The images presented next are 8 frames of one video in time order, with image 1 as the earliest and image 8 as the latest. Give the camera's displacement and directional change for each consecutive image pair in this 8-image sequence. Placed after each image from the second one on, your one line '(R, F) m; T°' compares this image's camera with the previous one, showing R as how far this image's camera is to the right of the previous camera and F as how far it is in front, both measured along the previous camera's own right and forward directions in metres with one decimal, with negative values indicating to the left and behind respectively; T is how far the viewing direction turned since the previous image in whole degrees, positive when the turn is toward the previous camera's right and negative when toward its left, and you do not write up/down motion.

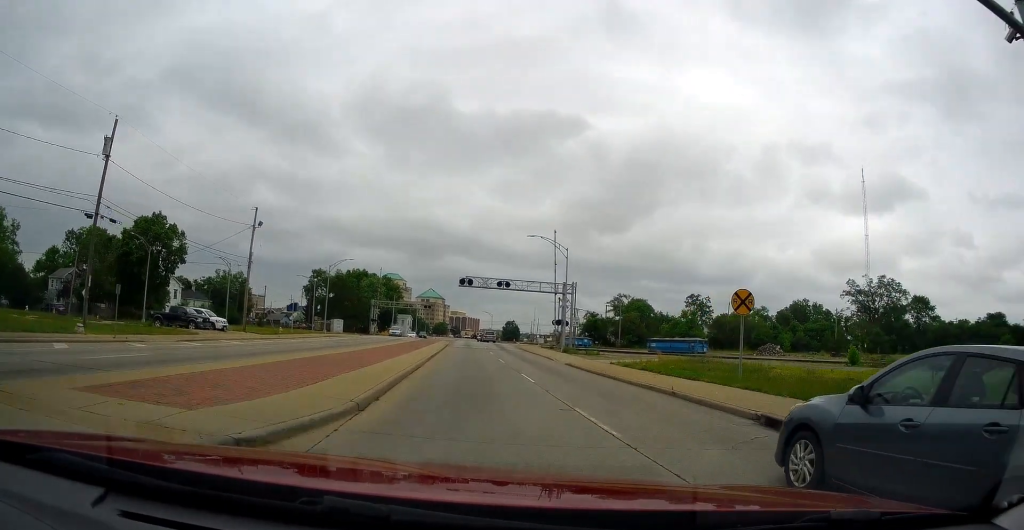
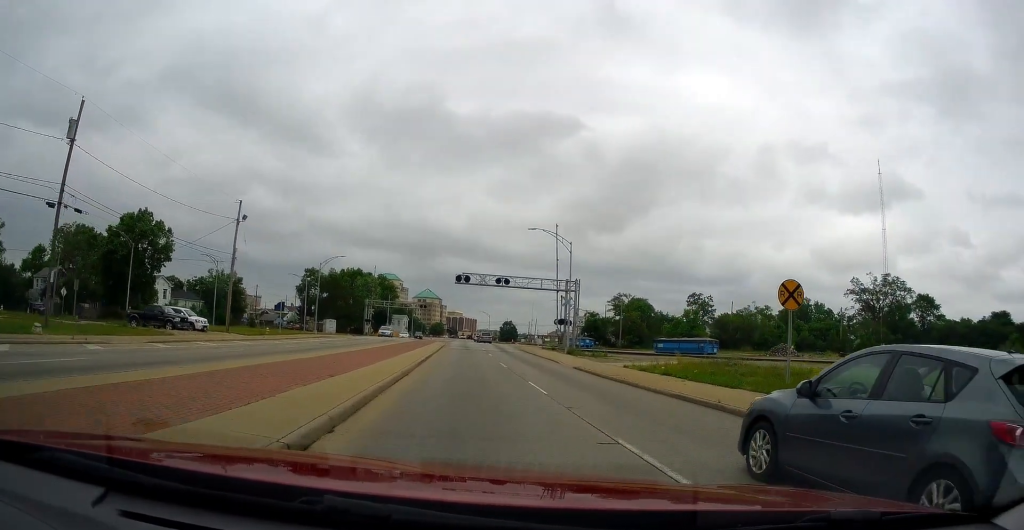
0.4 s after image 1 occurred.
(+0.7, +2.8) m; +5°
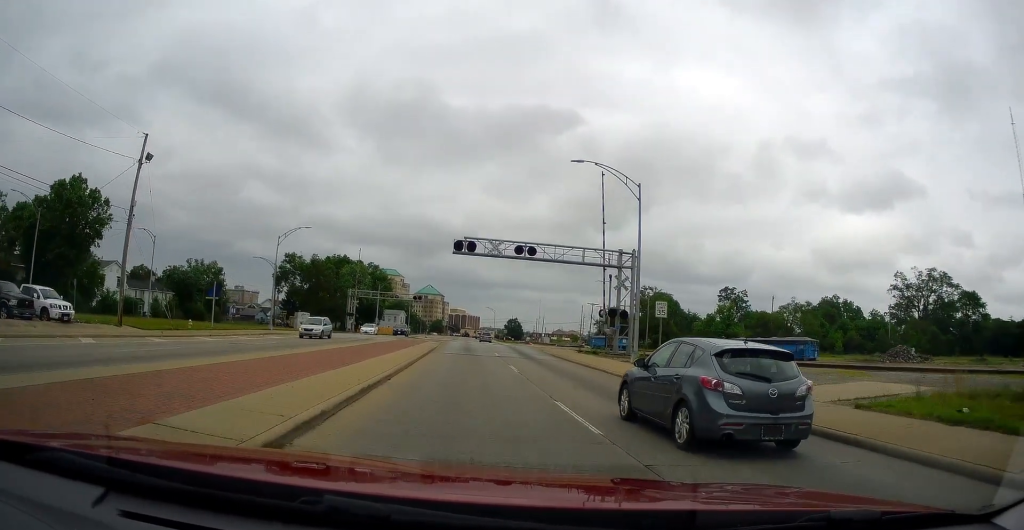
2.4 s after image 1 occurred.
(+0.4, +16.9) m; +2°
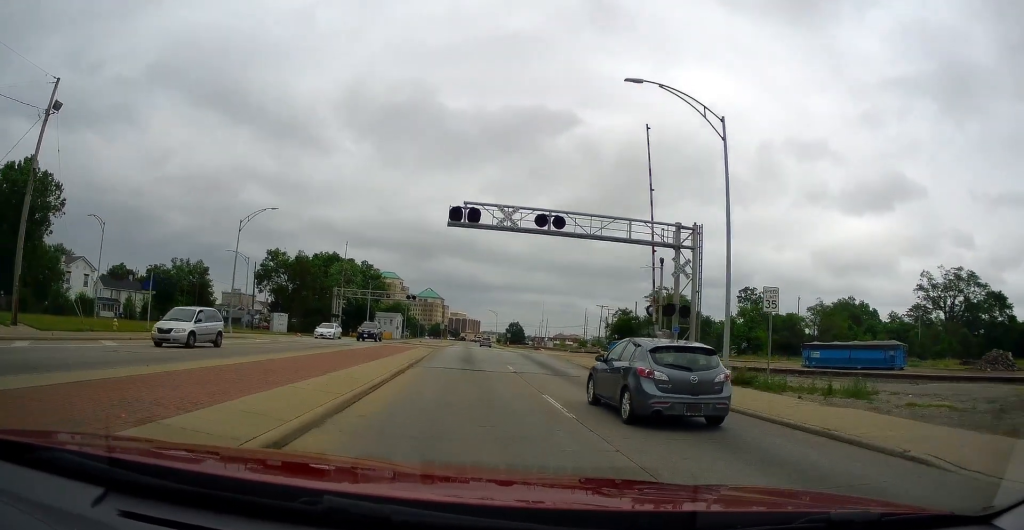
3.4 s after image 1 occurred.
(-0.2, +10.1) m; -4°
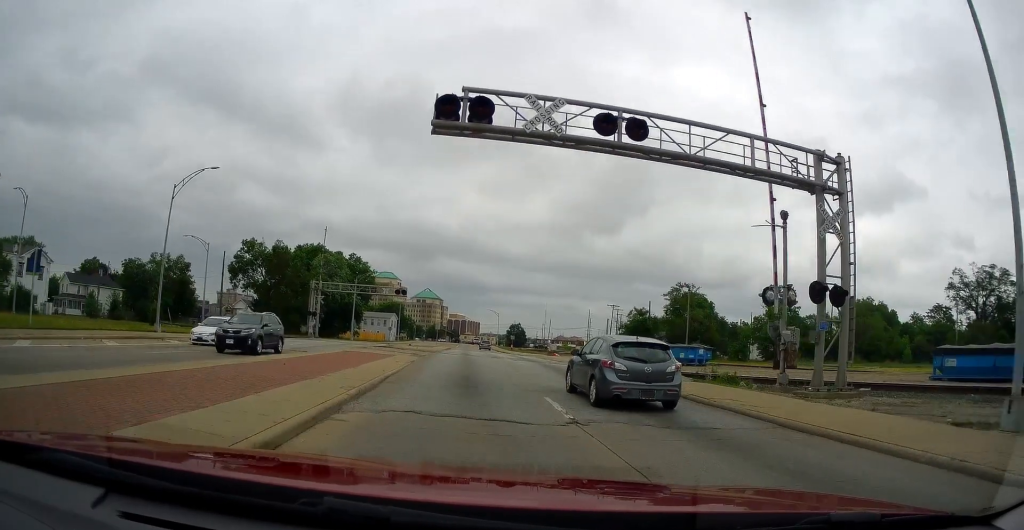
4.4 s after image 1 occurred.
(-0.5, +11.8) m; 0°
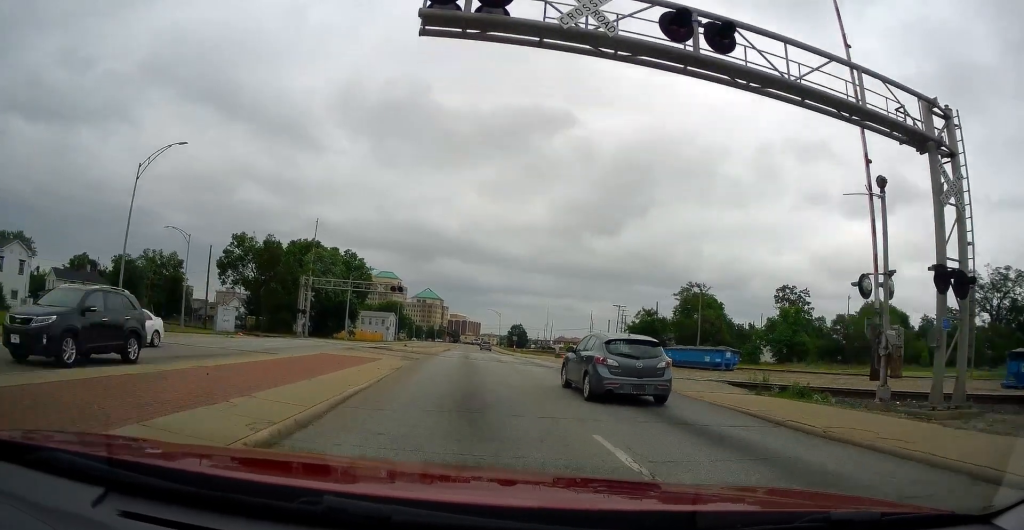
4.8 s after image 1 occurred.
(+0.1, +4.9) m; 0°
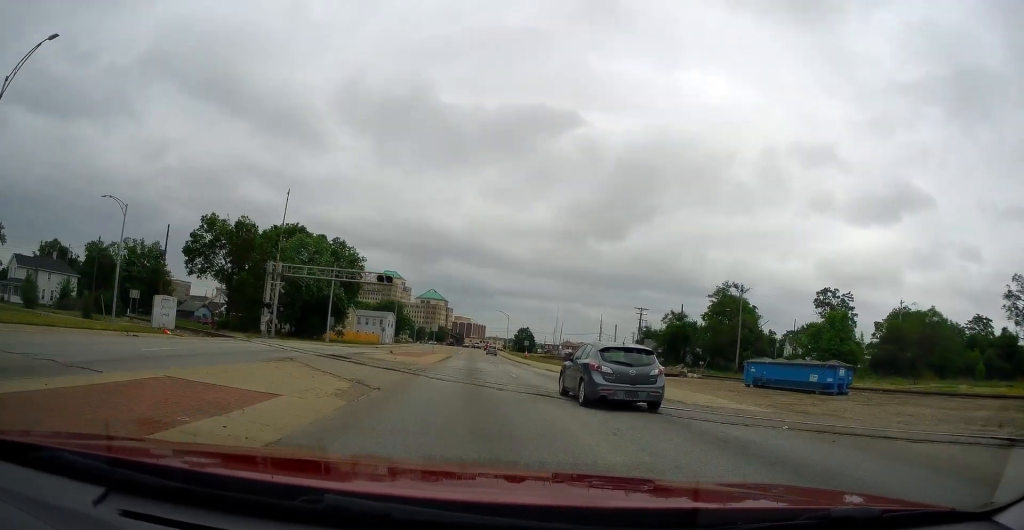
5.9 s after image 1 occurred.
(+0.4, +13.4) m; -1°
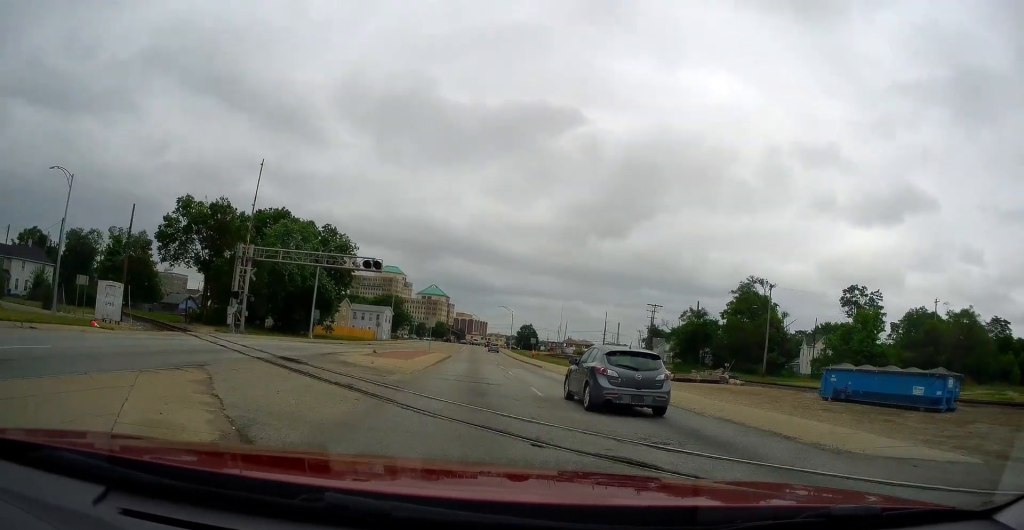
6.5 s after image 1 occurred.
(-0.3, +8.2) m; -2°
